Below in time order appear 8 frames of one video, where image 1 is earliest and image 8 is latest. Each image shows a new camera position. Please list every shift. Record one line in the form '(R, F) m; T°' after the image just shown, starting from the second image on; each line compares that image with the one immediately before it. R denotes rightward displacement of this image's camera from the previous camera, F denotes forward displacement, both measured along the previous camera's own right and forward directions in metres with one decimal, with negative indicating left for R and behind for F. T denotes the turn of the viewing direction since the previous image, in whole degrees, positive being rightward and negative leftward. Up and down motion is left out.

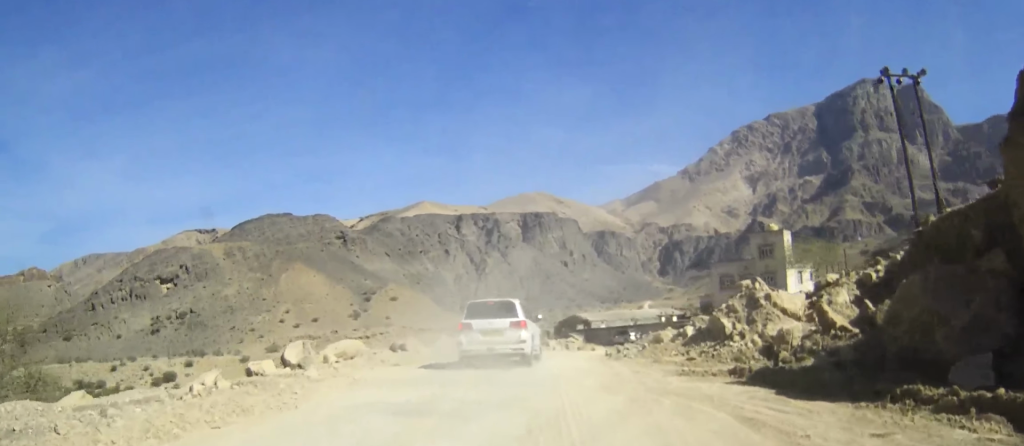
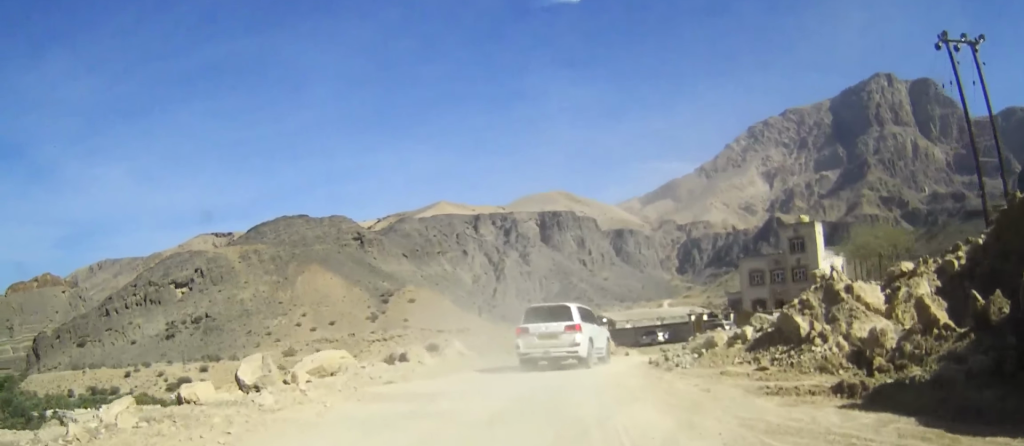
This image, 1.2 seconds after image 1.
(-0.1, +4.6) m; -2°
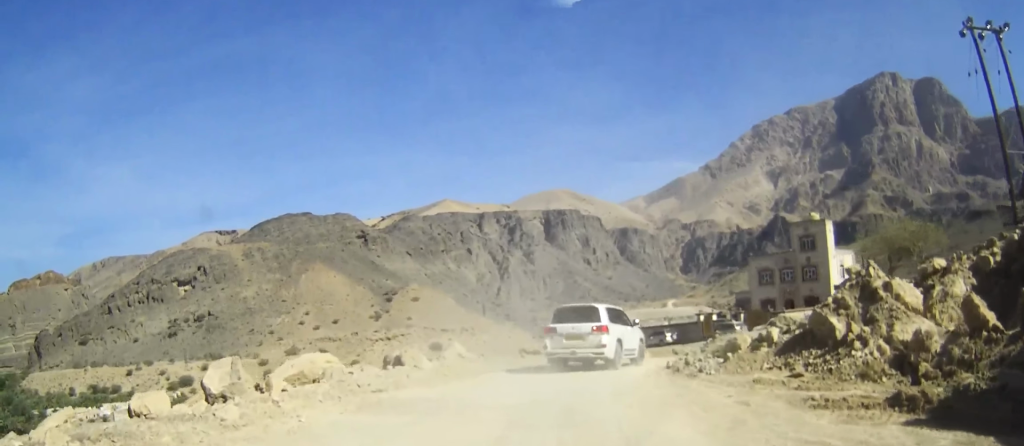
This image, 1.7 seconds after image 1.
(-0.1, +1.9) m; -1°
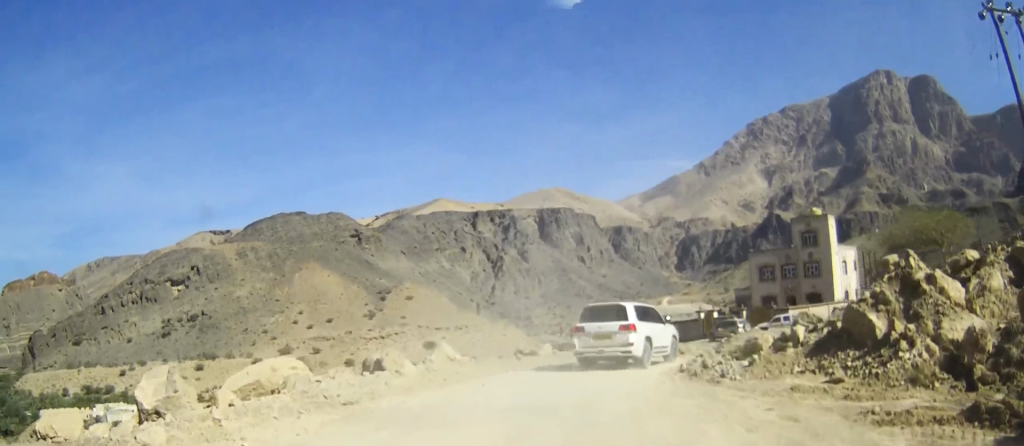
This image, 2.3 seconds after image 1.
(0.0, +2.2) m; +1°
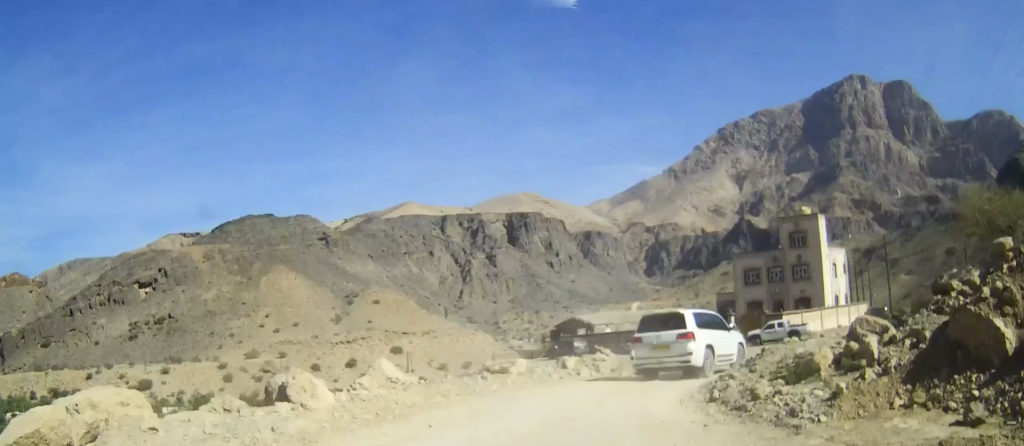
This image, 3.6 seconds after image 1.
(+0.2, +5.0) m; +4°
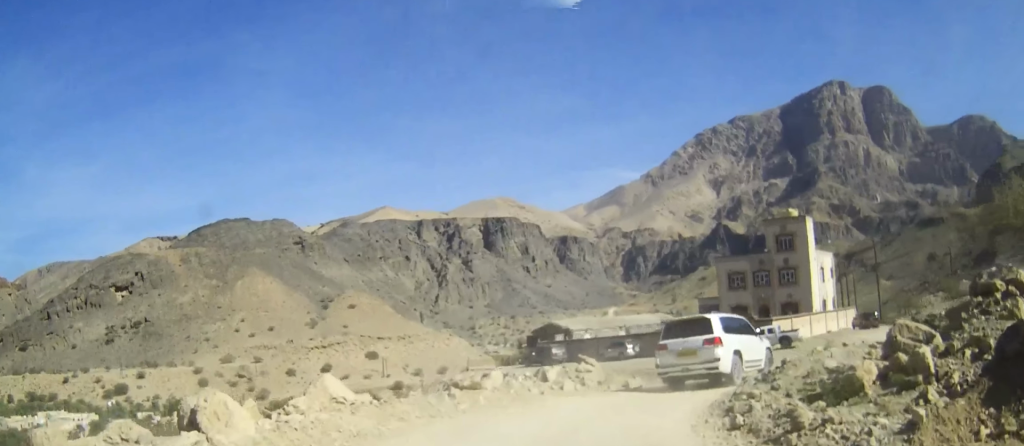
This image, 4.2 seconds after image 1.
(0.0, +2.5) m; +2°
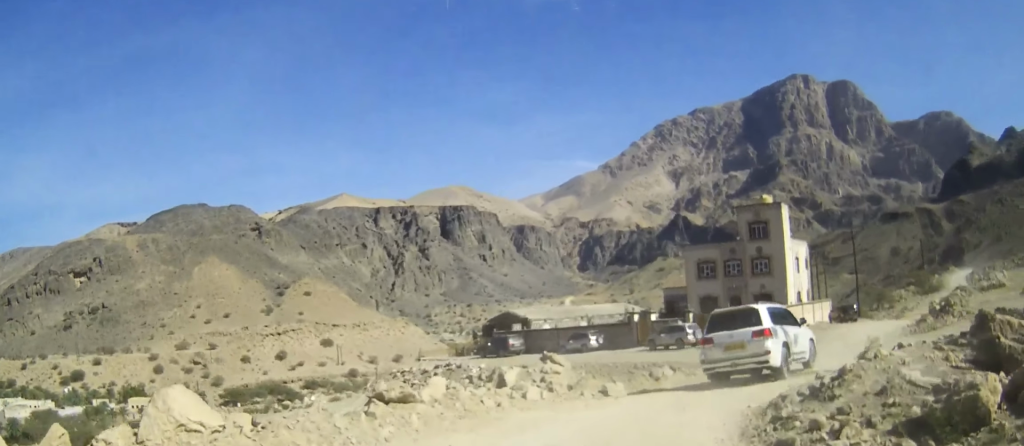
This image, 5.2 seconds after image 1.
(+0.1, +4.2) m; +4°
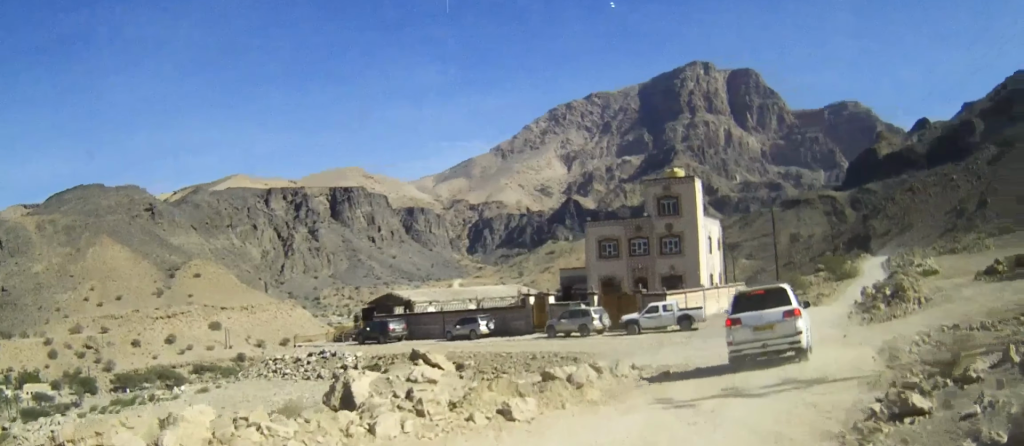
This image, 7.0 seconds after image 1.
(+0.3, +6.5) m; +6°
